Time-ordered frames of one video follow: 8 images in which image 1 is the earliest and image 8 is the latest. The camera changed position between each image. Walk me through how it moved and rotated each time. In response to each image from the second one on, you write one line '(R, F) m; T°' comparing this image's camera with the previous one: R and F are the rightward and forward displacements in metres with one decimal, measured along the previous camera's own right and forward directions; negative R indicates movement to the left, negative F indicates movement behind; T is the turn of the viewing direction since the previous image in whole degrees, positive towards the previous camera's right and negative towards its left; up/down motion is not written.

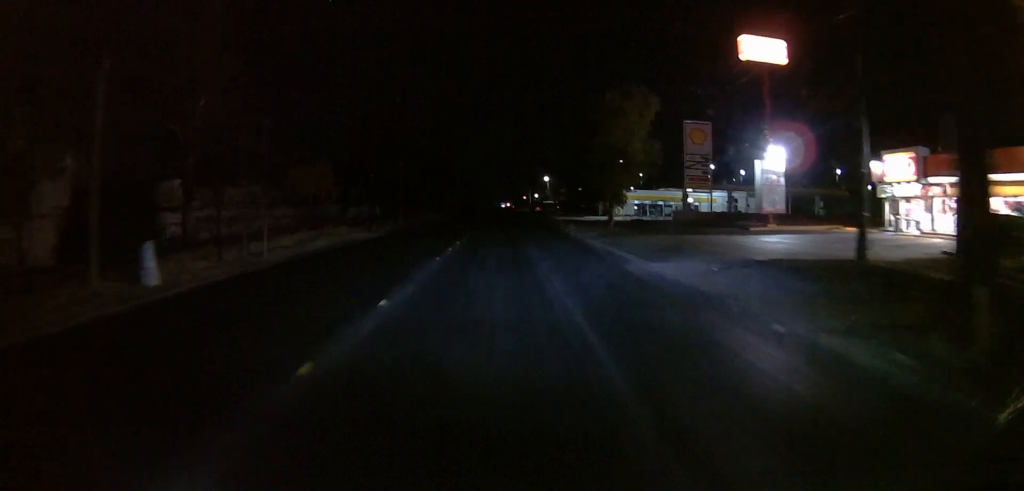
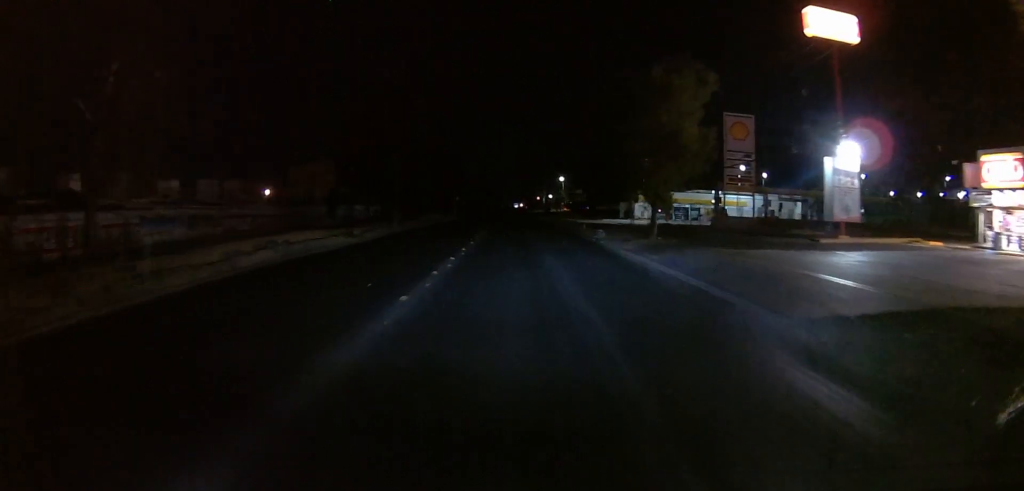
(0.0, +9.7) m; 0°
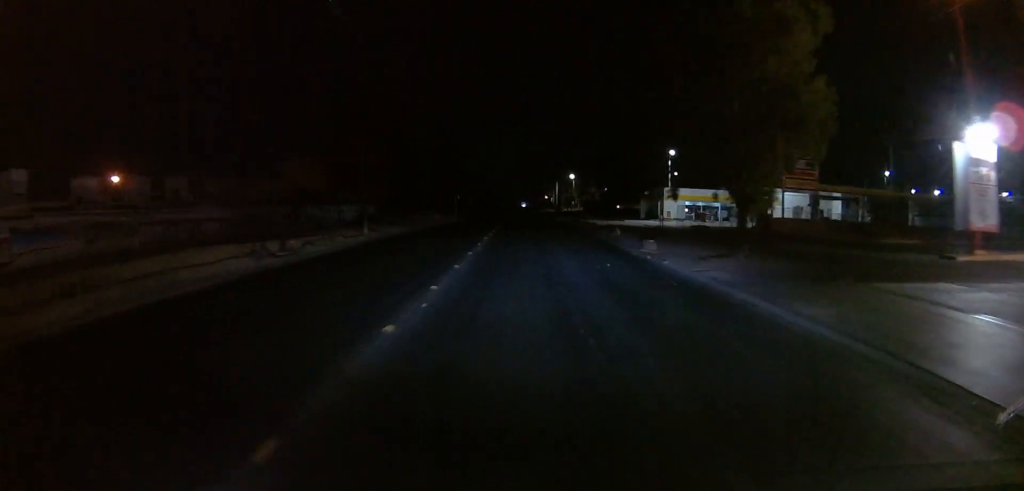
(0.0, +13.1) m; 0°
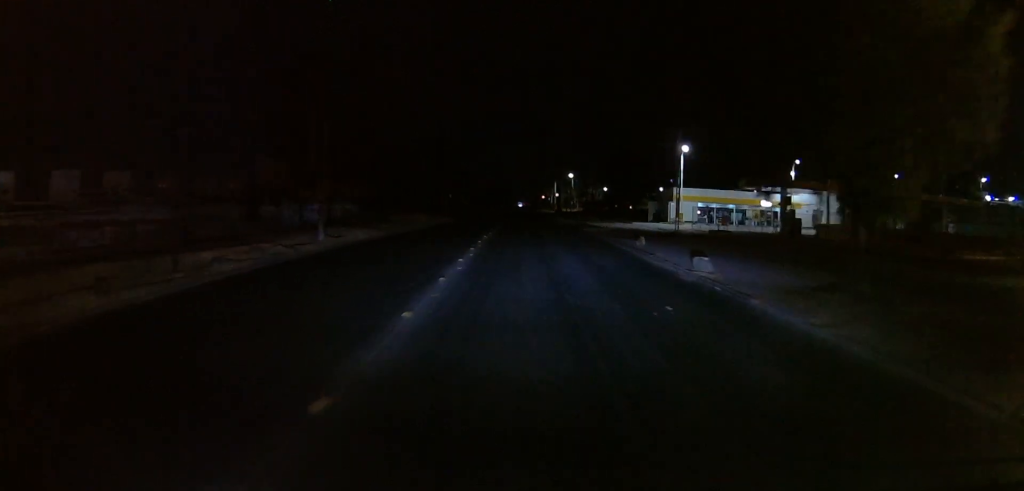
(0.0, +8.8) m; 0°
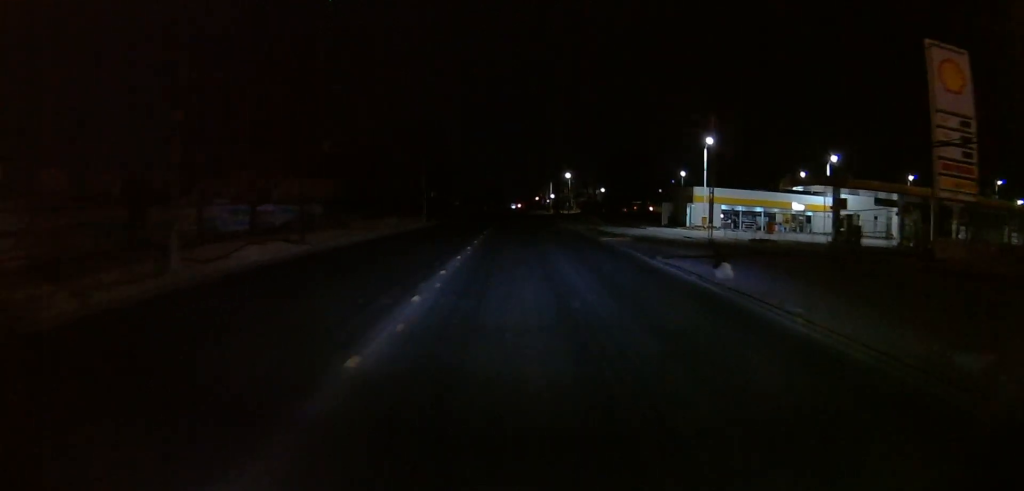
(0.0, +13.7) m; -2°
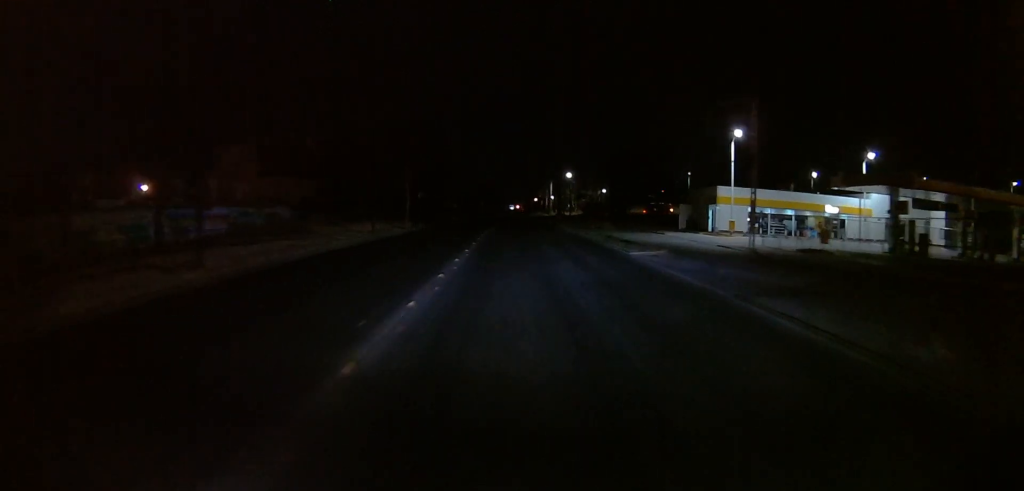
(+0.1, +10.0) m; -3°
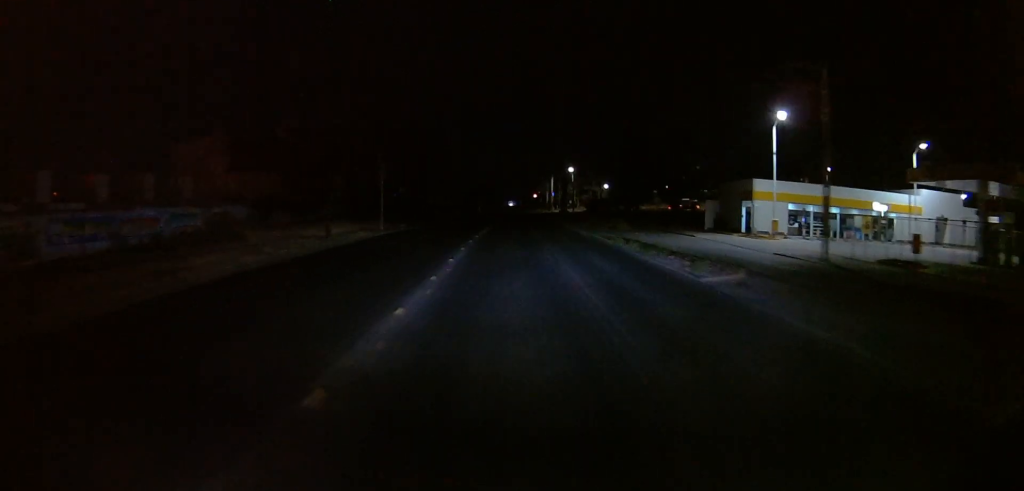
(-0.9, +11.0) m; 0°
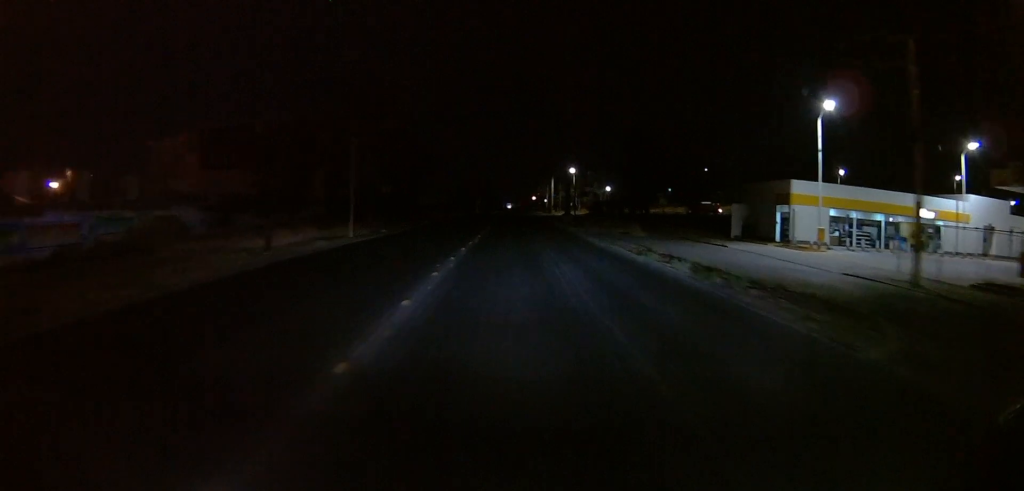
(+0.4, +8.5) m; +2°
